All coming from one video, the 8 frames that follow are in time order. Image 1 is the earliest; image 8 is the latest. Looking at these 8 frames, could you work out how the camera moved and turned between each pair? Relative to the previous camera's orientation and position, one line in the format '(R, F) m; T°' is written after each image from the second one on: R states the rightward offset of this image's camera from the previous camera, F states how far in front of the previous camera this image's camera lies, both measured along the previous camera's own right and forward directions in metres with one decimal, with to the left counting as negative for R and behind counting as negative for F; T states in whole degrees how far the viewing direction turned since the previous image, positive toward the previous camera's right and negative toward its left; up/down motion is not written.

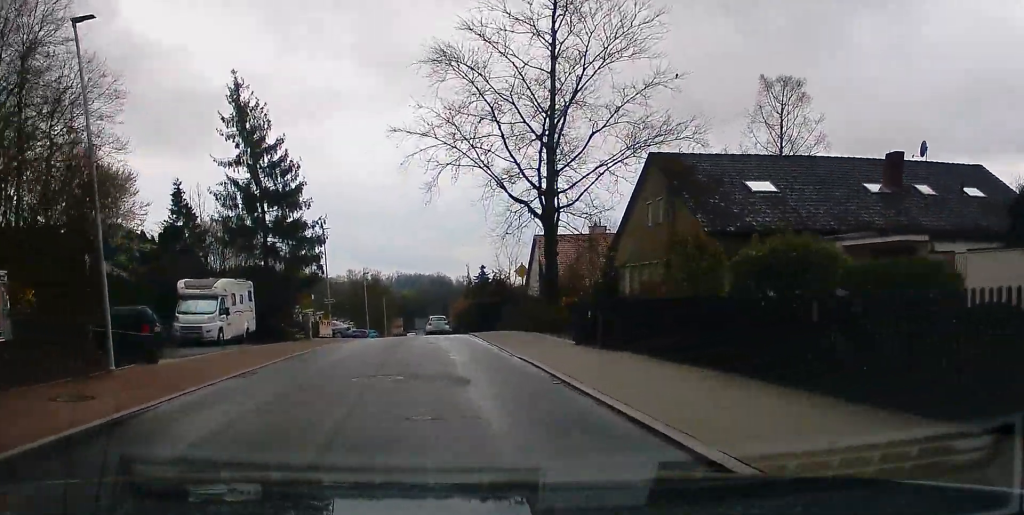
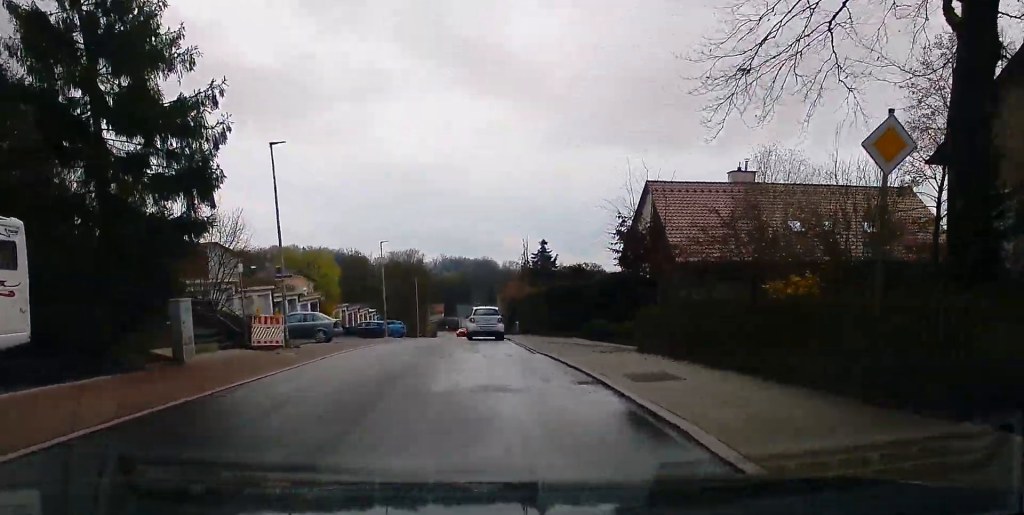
(-0.8, +21.8) m; -3°
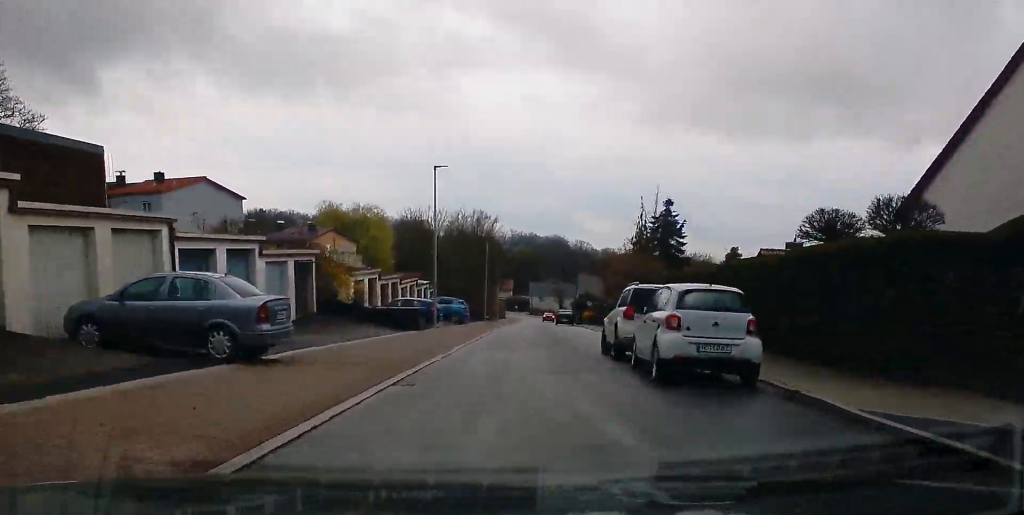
(-0.4, +23.1) m; +1°
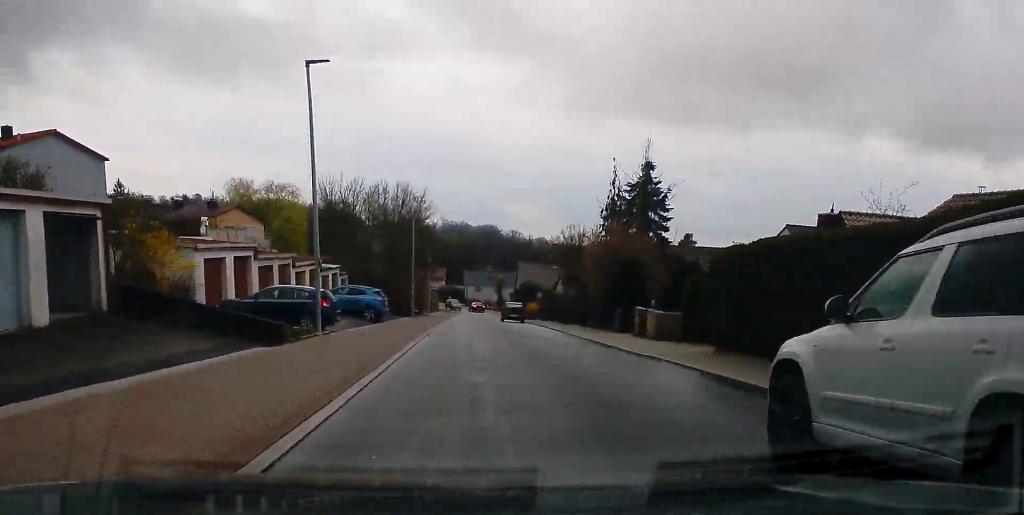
(-0.1, +13.3) m; +3°
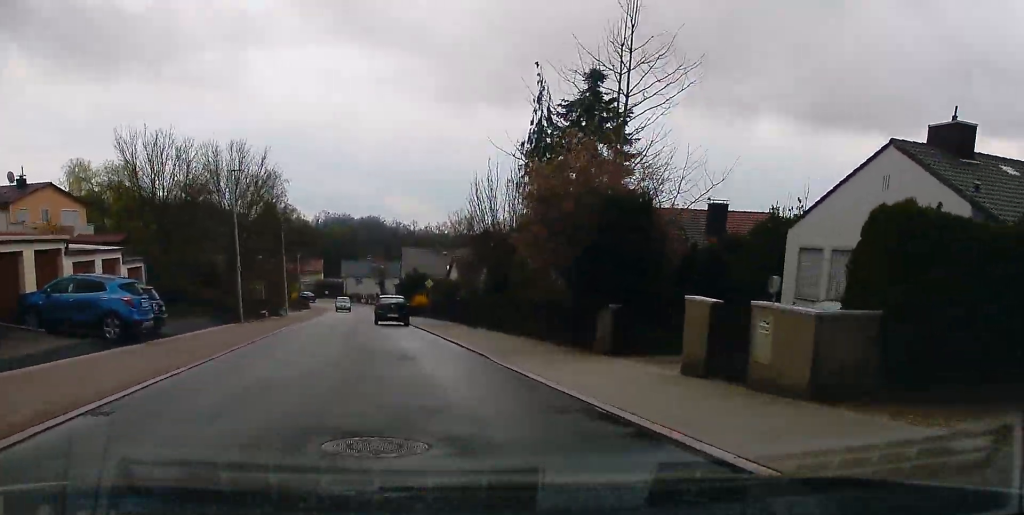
(+1.2, +15.7) m; +2°
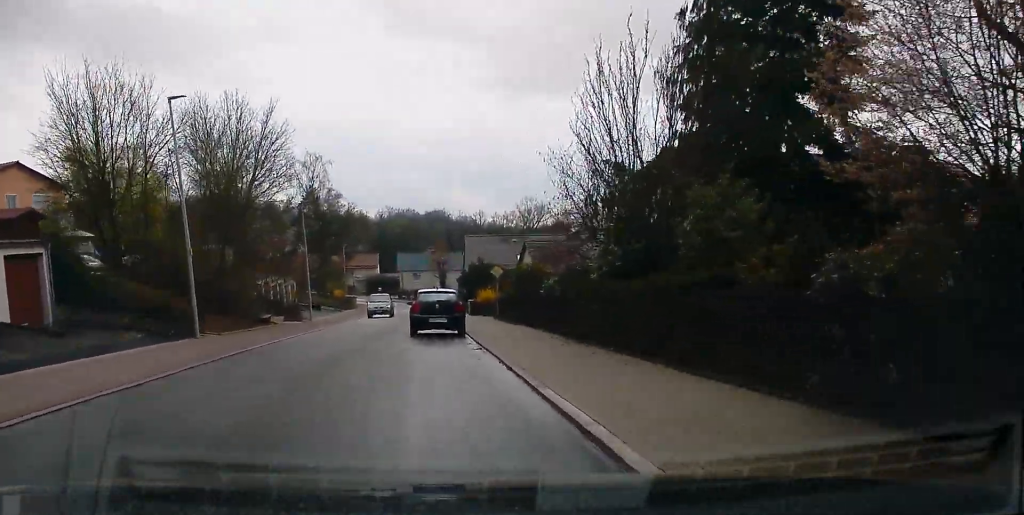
(-0.4, +11.6) m; -4°
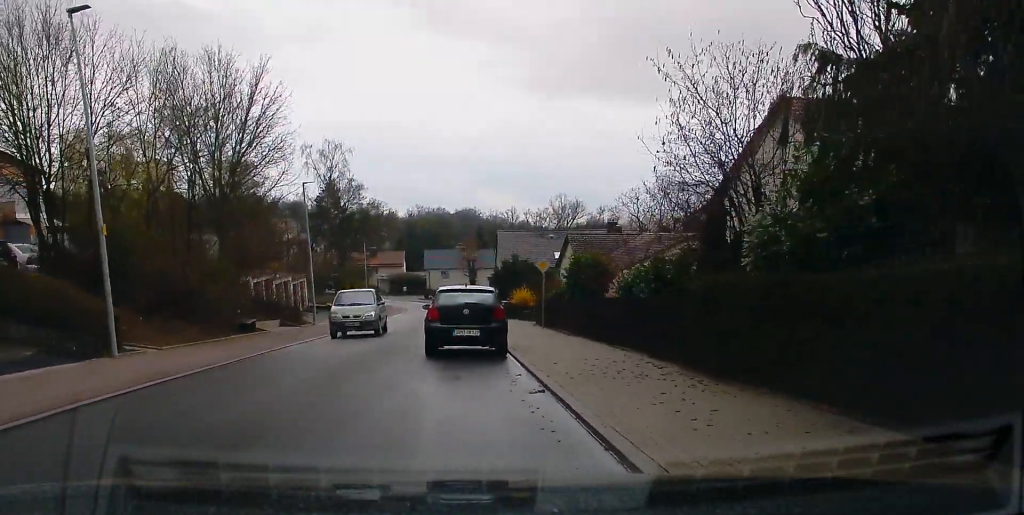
(-0.5, +9.8) m; -5°
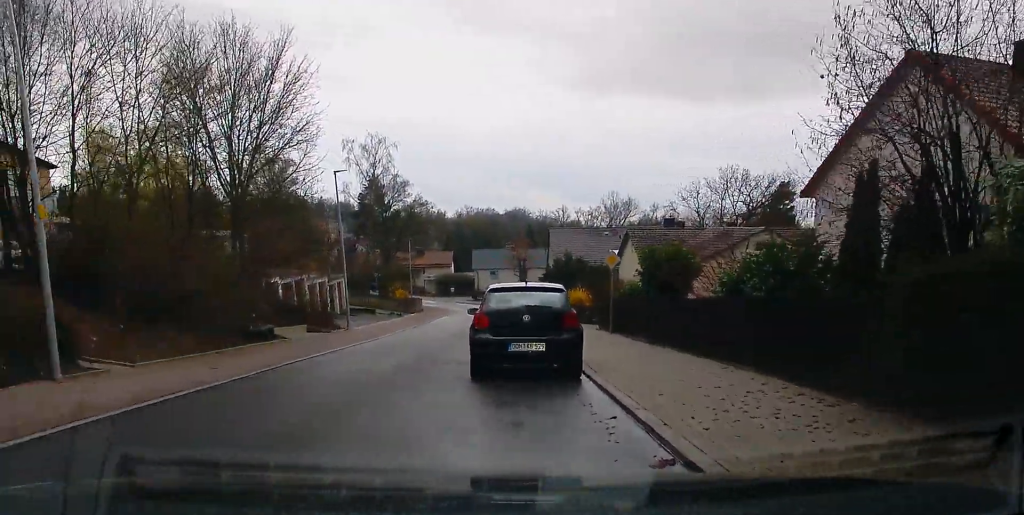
(-0.5, +11.1) m; 0°
